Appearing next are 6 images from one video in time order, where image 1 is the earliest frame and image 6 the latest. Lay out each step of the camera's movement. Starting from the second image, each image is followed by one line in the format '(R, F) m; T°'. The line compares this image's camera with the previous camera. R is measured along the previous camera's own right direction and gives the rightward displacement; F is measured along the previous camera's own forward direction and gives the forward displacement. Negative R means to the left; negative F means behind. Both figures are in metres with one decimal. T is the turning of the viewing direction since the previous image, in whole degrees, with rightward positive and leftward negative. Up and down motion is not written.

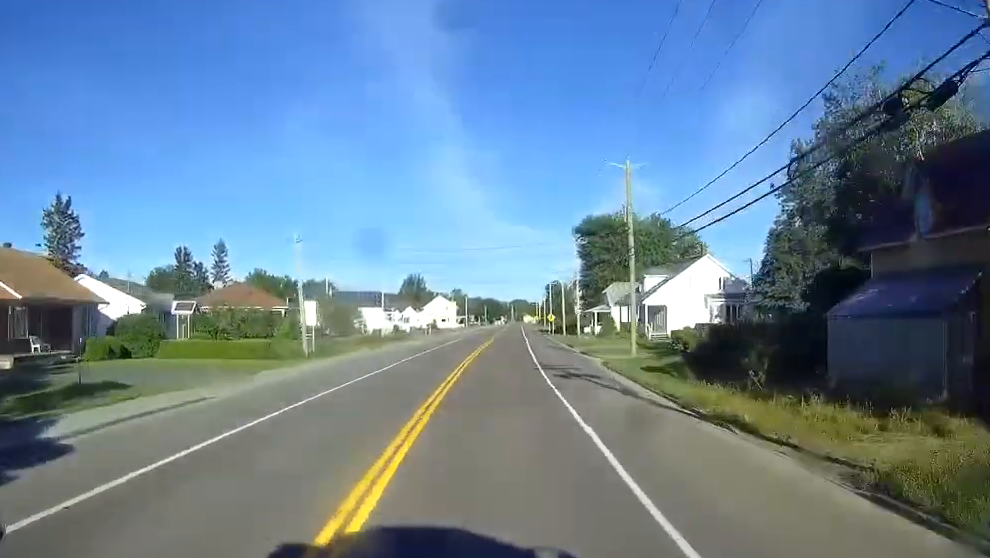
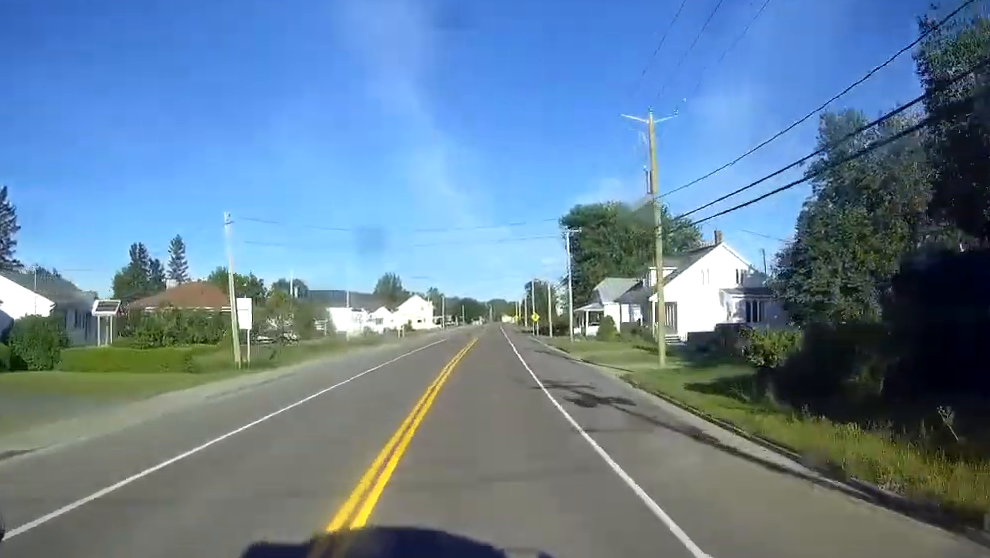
(+0.1, +10.6) m; +1°
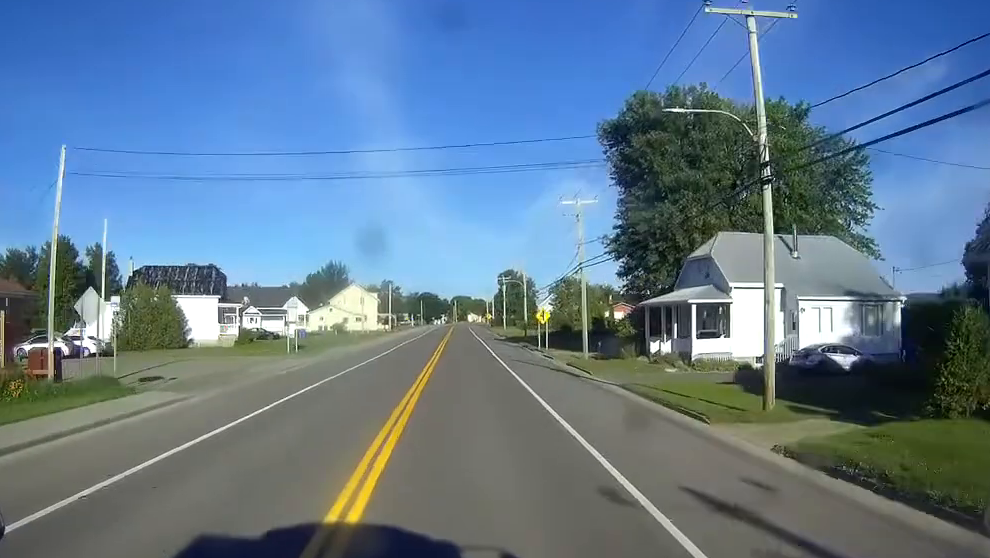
(+0.6, +53.9) m; +2°
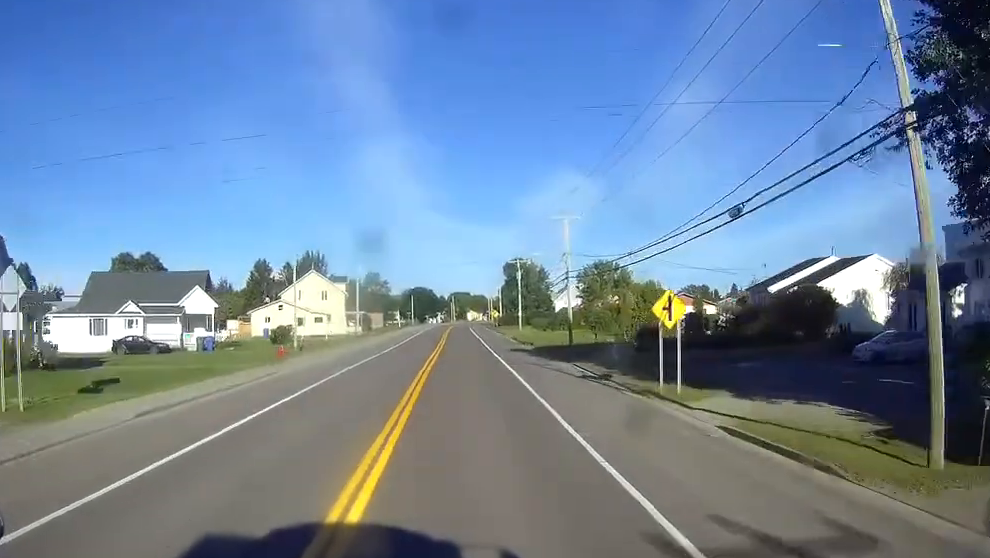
(+0.4, +39.8) m; +1°
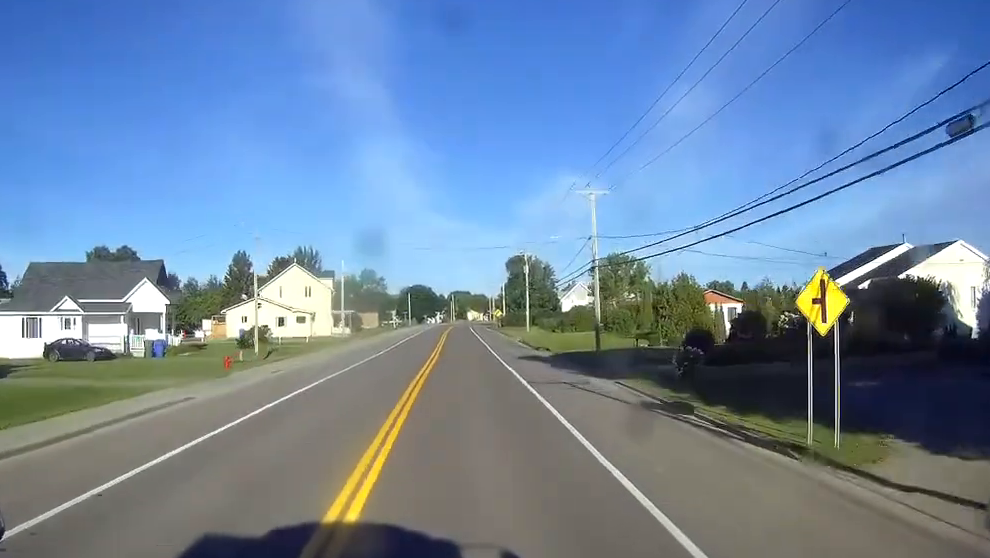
(0.0, +11.5) m; 0°
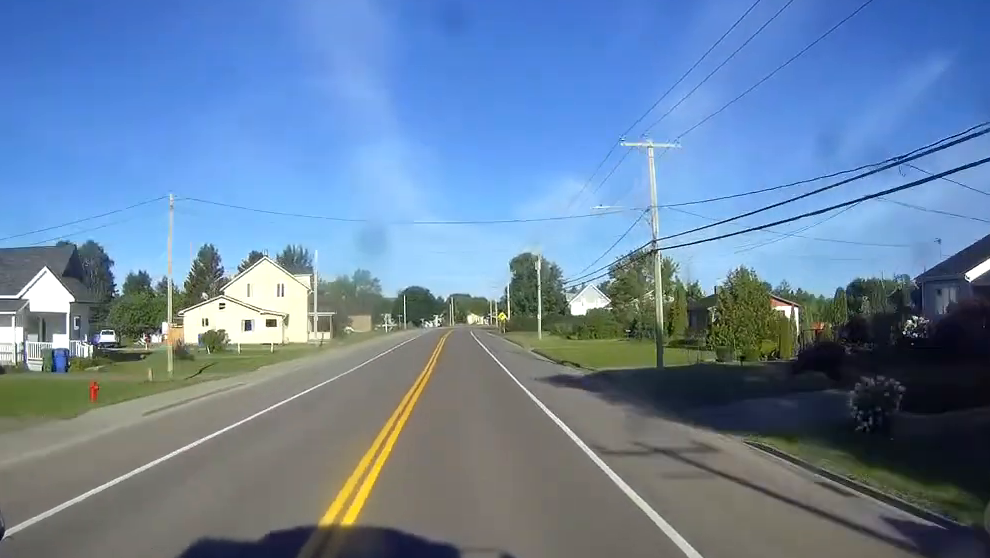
(0.0, +14.6) m; 0°
